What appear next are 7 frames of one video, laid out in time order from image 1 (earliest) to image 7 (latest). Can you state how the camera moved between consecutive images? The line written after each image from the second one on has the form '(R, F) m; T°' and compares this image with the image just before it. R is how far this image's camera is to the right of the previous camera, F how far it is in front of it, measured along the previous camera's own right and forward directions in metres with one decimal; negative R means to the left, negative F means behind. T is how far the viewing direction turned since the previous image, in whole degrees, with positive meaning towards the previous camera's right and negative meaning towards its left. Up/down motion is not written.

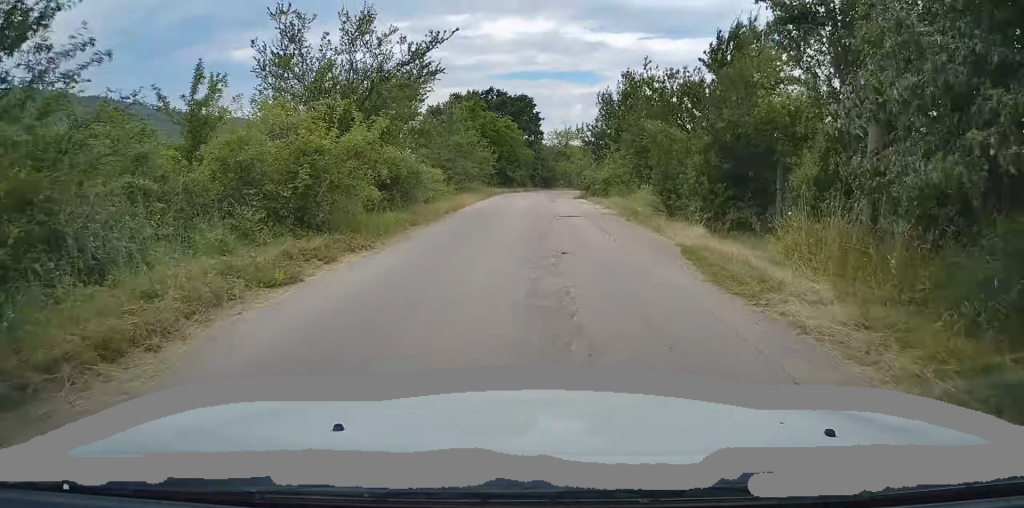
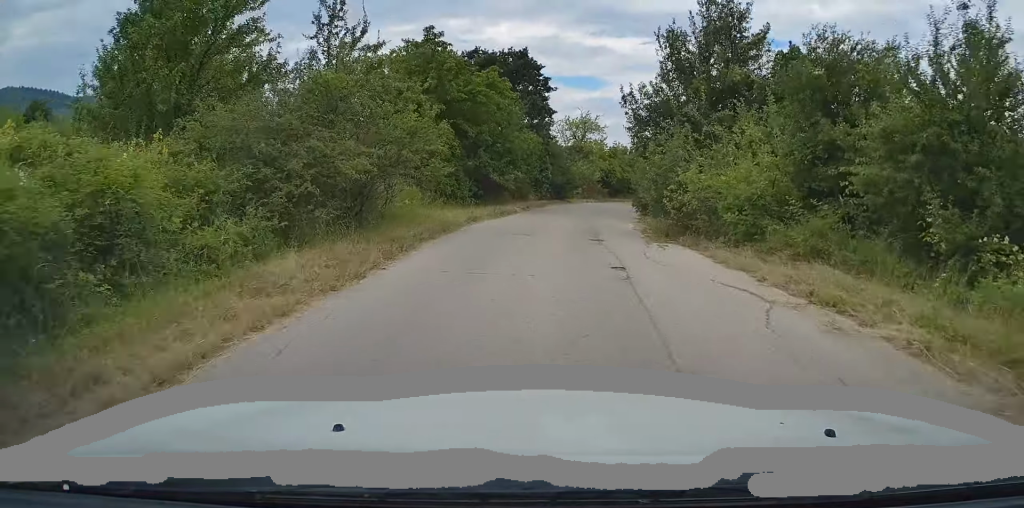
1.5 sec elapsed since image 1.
(-0.2, +21.6) m; +1°
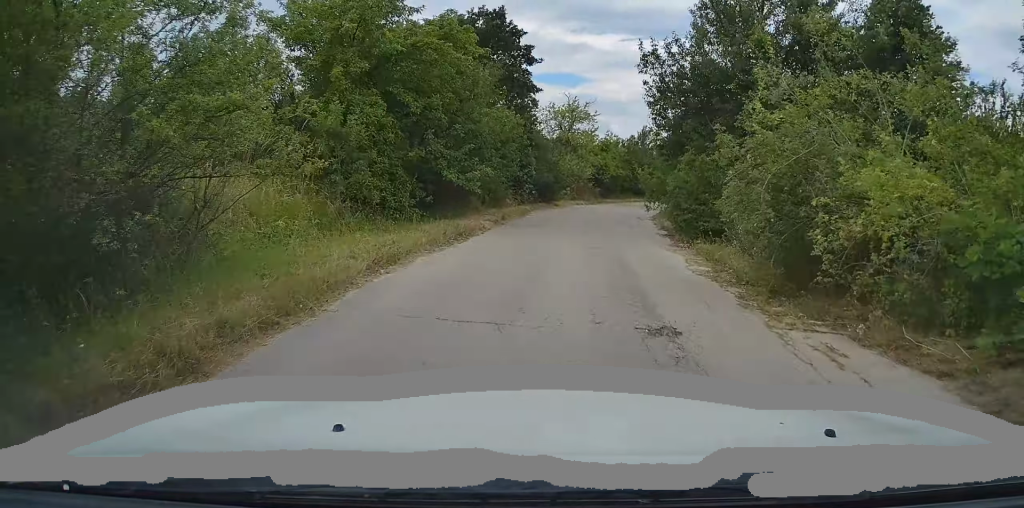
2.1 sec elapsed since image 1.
(+0.1, +8.0) m; +1°
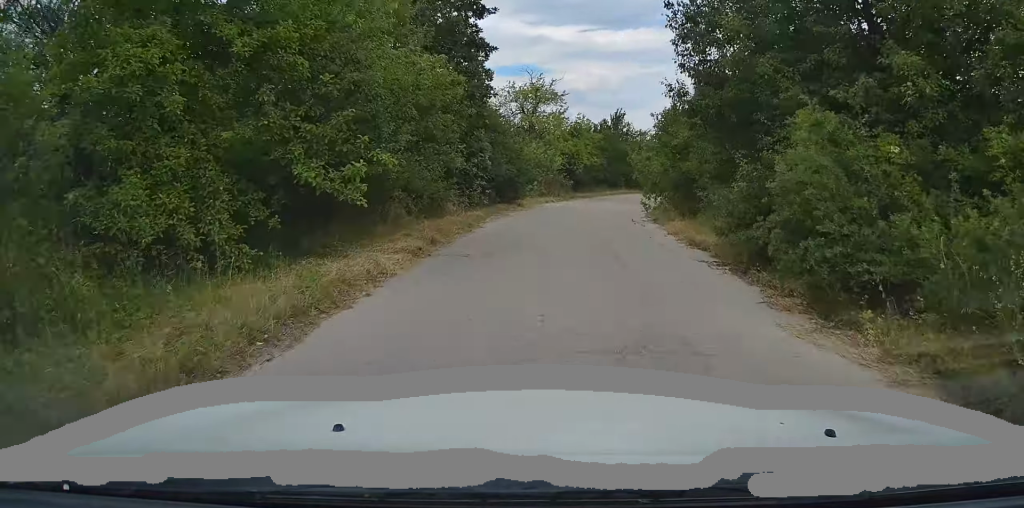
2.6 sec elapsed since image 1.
(-0.1, +7.3) m; +2°
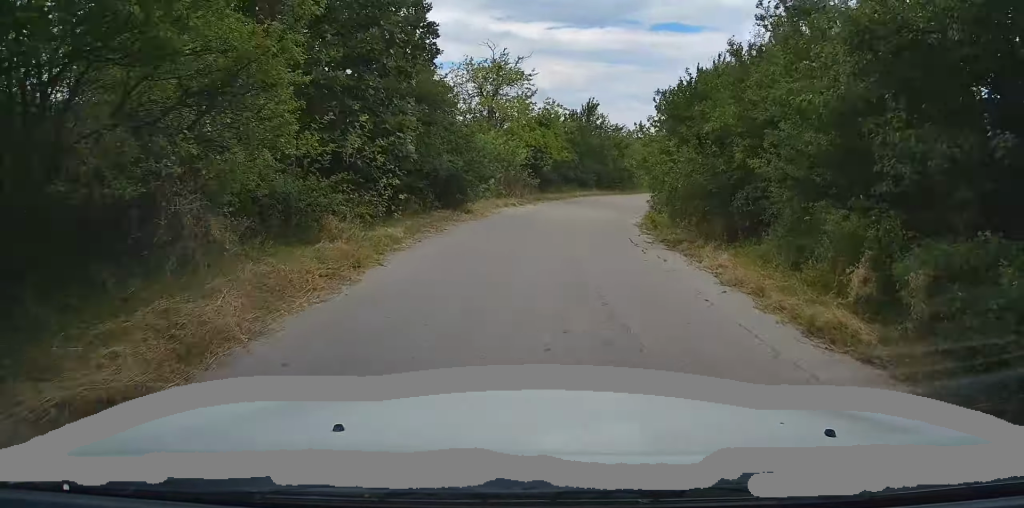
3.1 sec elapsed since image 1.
(+0.1, +6.9) m; +3°
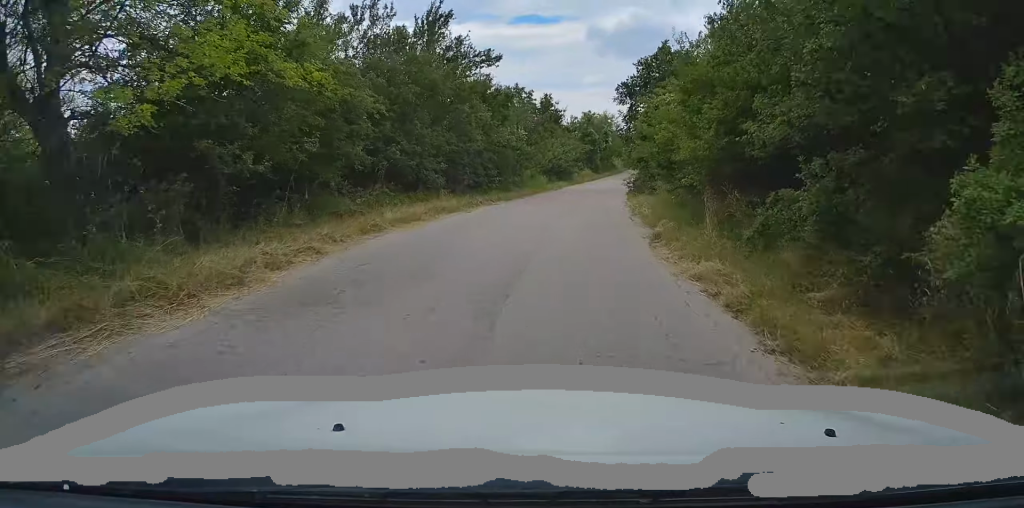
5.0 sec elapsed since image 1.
(+3.0, +26.4) m; +12°
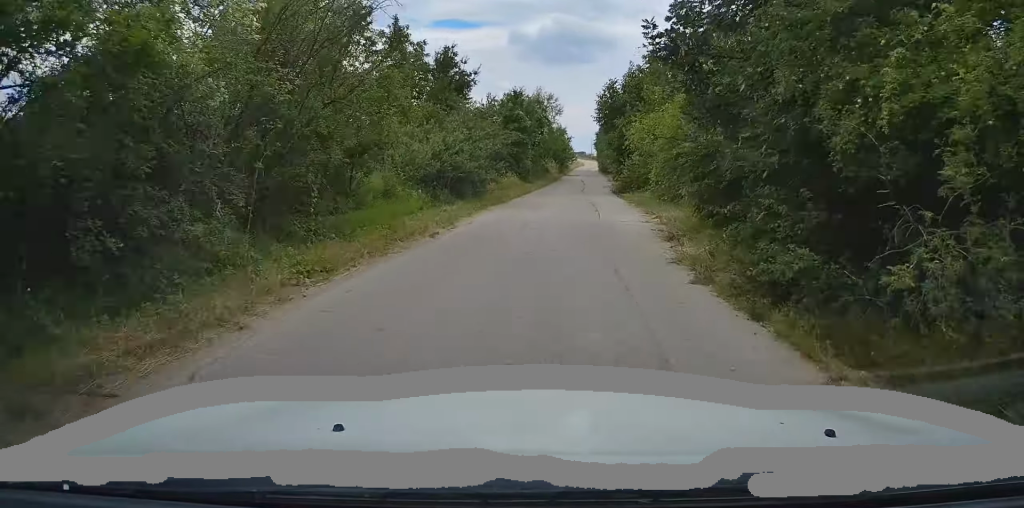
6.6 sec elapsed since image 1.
(+1.6, +22.0) m; +7°
